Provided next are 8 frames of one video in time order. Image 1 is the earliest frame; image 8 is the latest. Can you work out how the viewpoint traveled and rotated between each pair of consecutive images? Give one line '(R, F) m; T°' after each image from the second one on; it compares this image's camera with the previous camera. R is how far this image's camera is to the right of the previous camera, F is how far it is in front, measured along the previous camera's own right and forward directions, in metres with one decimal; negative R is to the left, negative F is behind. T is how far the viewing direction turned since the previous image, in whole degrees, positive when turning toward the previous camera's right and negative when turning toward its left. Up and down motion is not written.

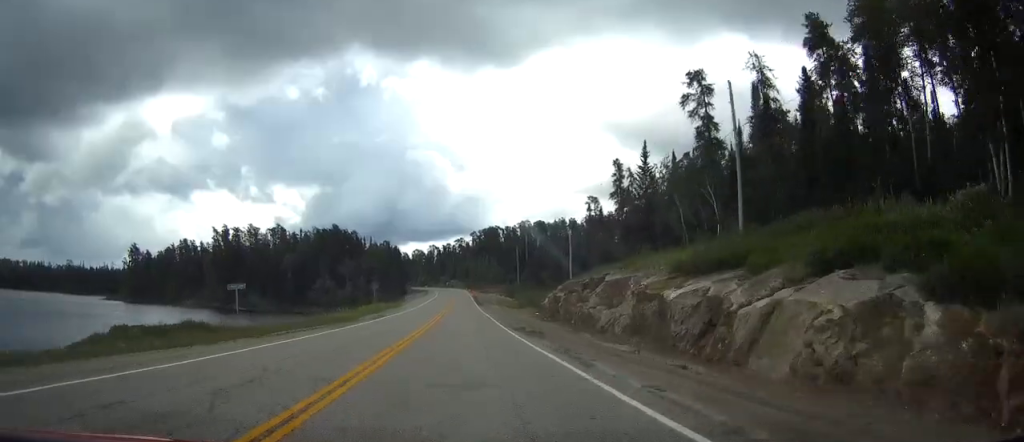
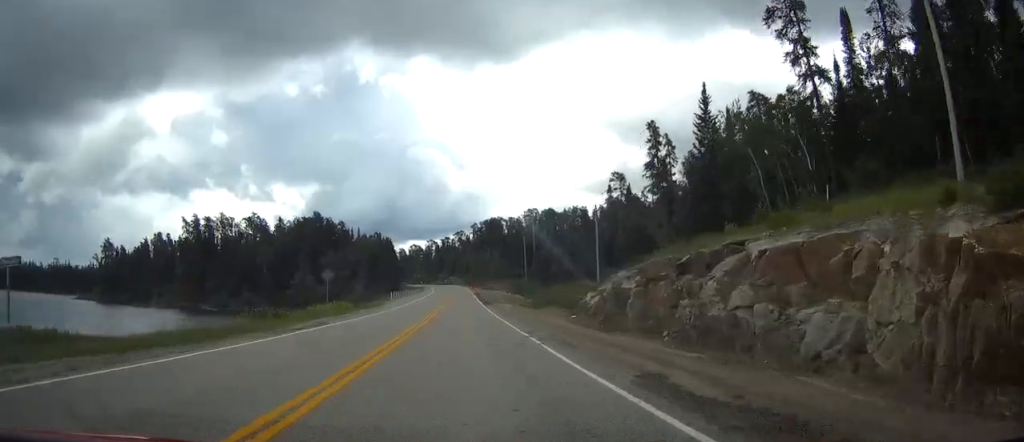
(0.0, +24.0) m; 0°
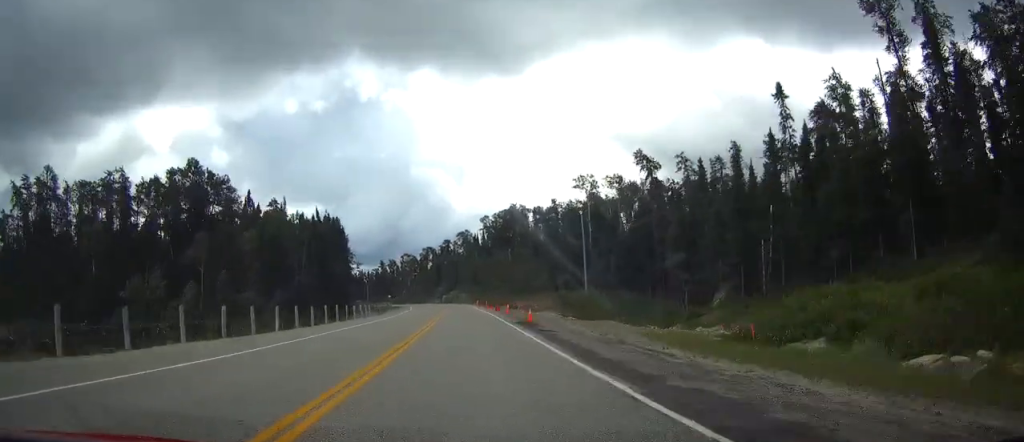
(-0.3, +81.7) m; -1°
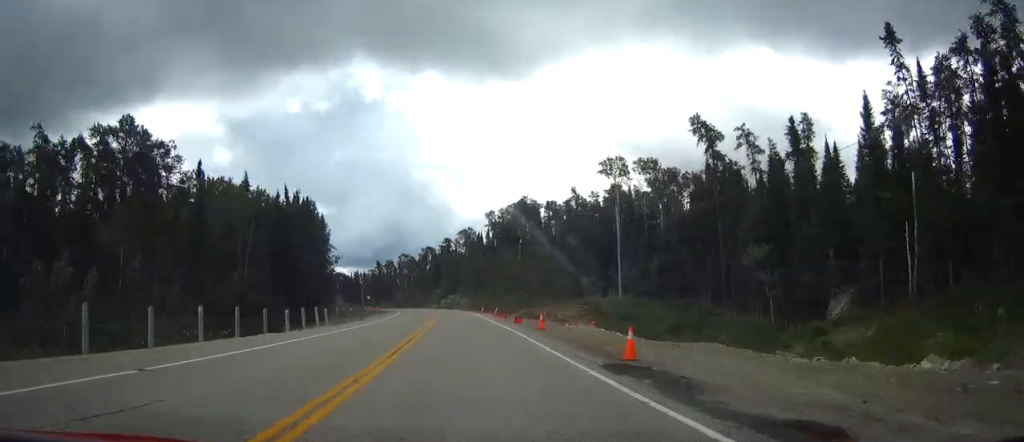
(0.0, +20.6) m; 0°
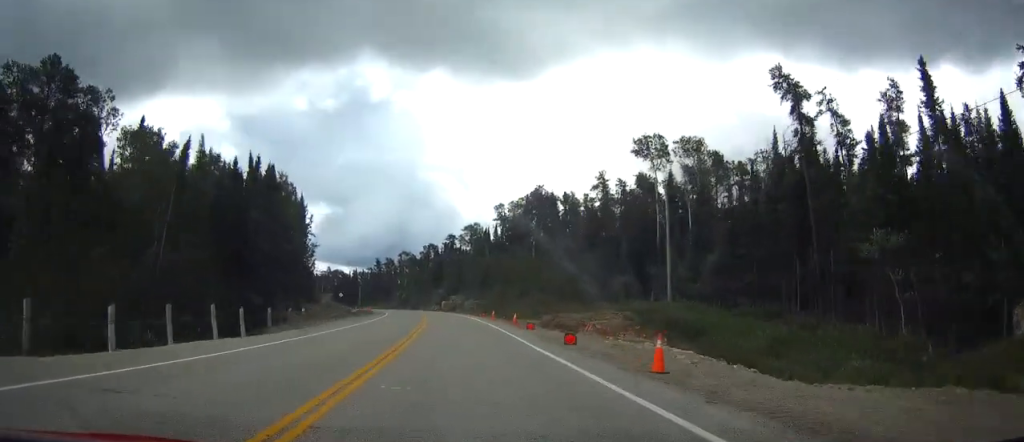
(0.0, +17.3) m; -1°
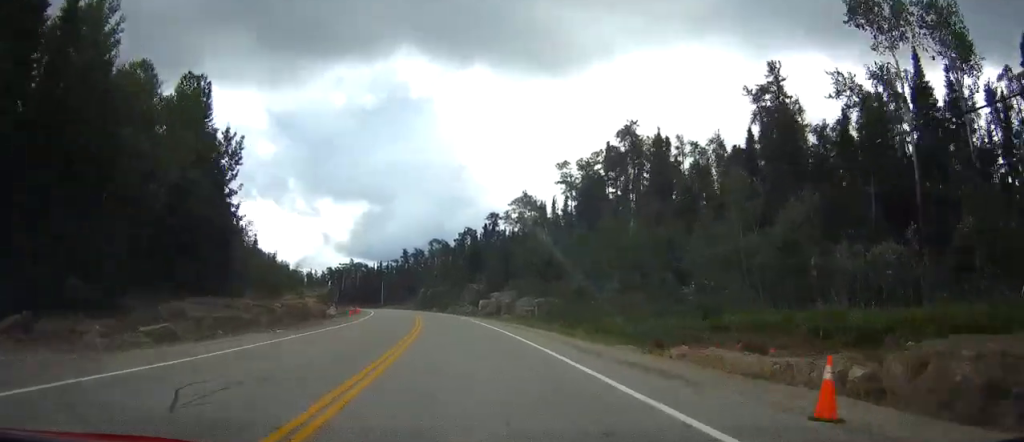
(-0.9, +45.1) m; -3°
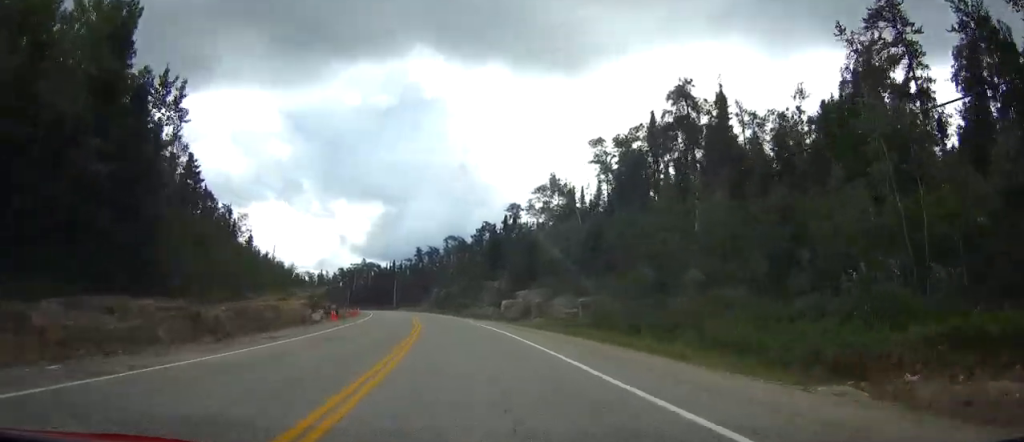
(-0.3, +14.9) m; -1°
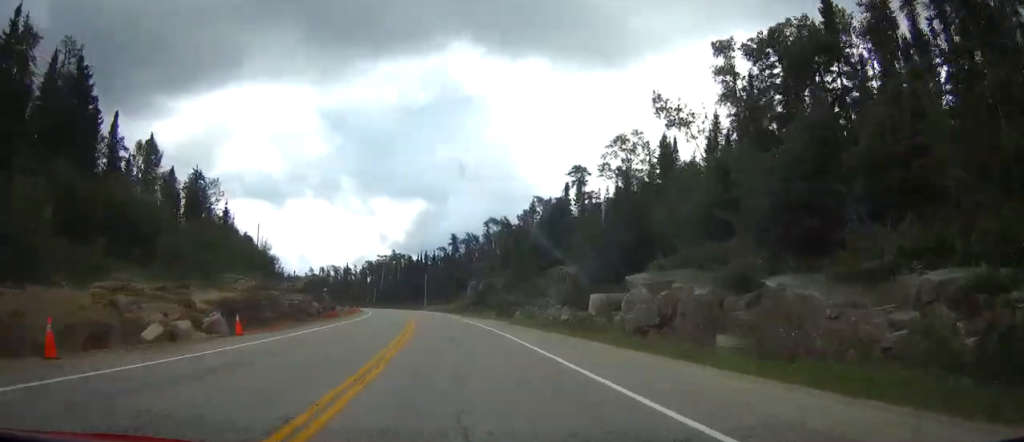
(-0.9, +34.1) m; -3°
